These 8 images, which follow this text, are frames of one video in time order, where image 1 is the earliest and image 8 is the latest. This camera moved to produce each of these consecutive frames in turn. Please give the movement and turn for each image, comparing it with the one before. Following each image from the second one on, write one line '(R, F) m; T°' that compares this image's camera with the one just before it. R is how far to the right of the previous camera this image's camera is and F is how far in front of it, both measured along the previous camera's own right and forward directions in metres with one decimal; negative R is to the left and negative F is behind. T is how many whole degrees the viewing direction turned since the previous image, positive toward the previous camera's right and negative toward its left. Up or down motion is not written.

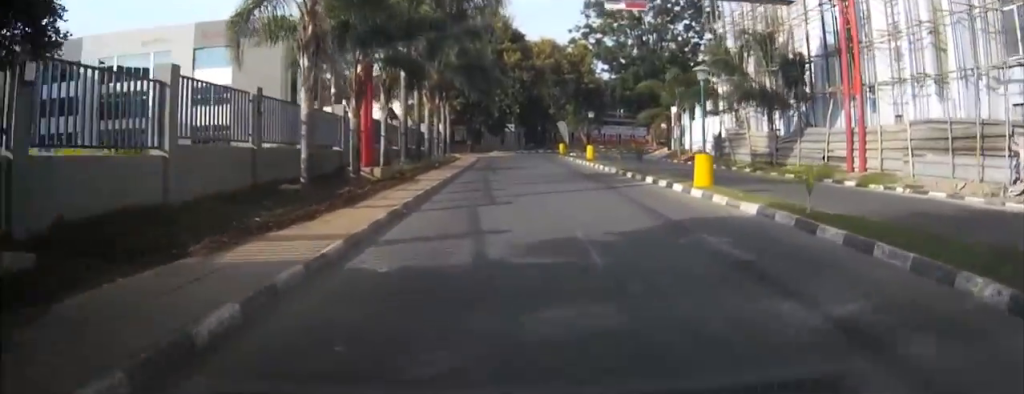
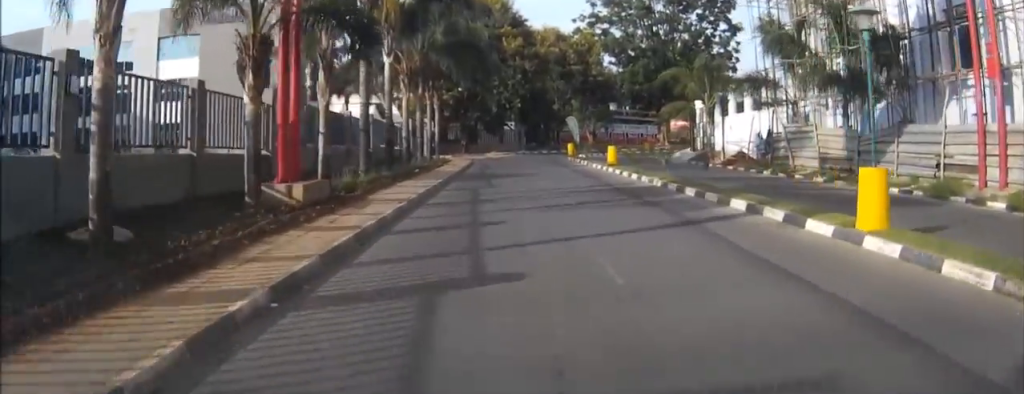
(+0.1, +8.3) m; +2°
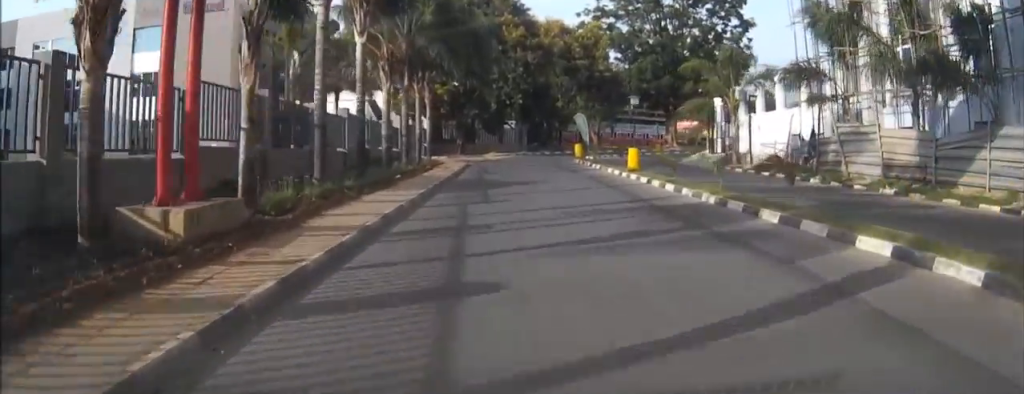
(+0.1, +5.1) m; 0°
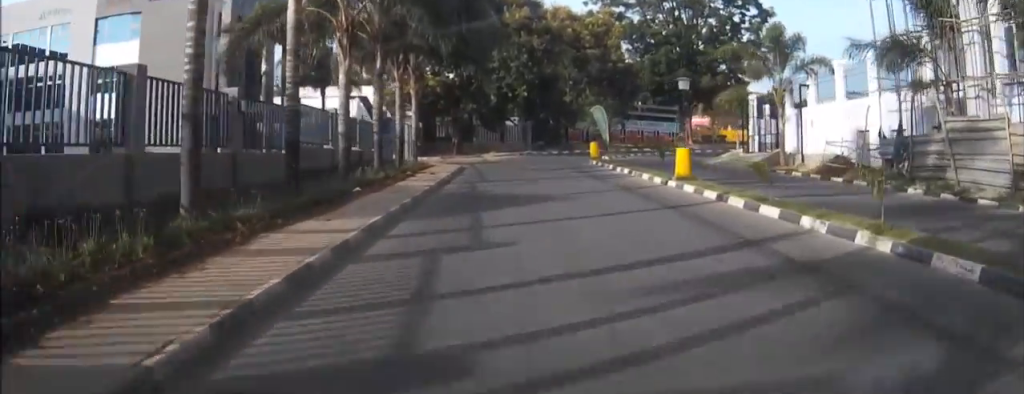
(0.0, +7.0) m; -1°
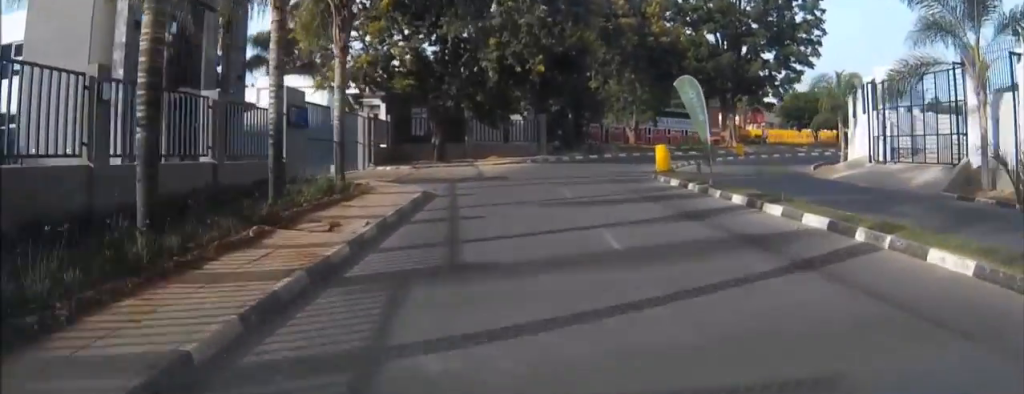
(-0.2, +16.0) m; +2°
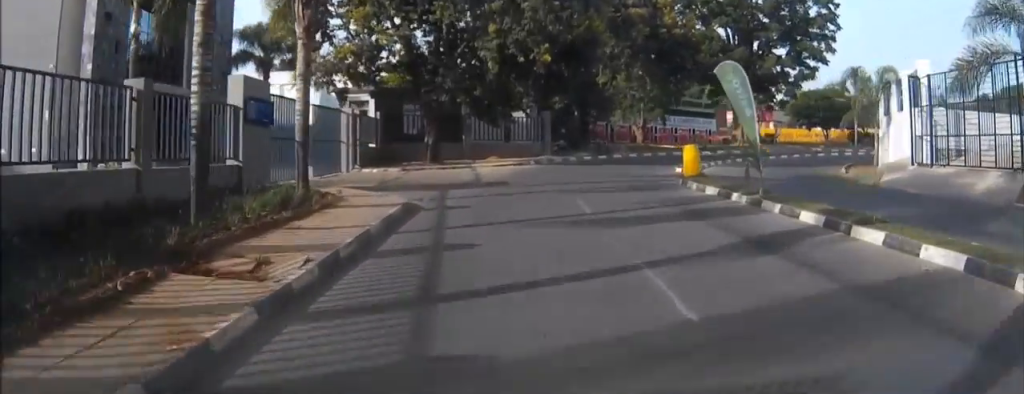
(+0.1, +3.5) m; +1°
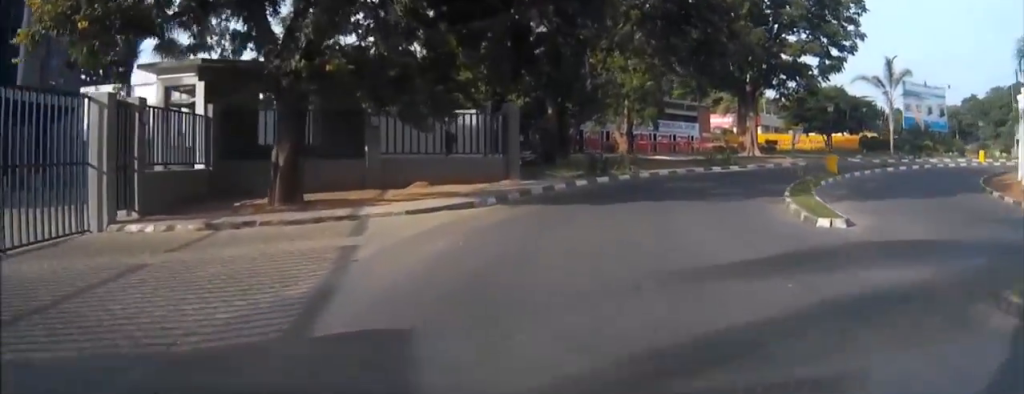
(0.0, +16.2) m; +1°
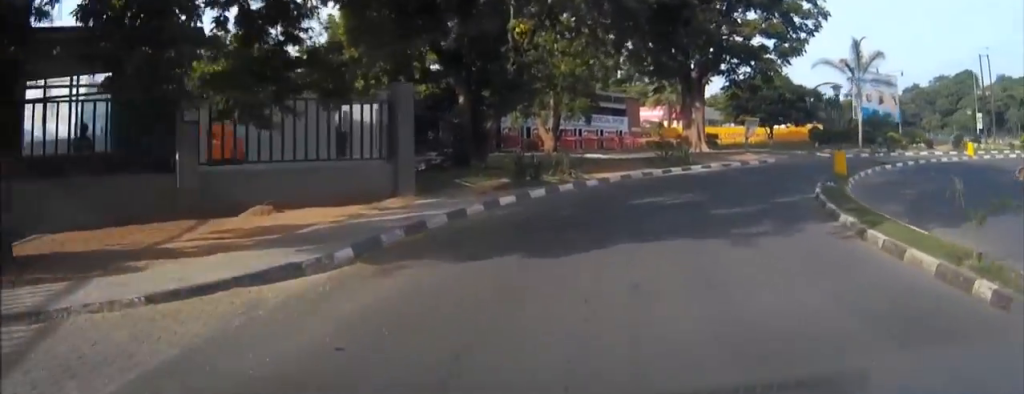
(+0.2, +8.0) m; +5°
